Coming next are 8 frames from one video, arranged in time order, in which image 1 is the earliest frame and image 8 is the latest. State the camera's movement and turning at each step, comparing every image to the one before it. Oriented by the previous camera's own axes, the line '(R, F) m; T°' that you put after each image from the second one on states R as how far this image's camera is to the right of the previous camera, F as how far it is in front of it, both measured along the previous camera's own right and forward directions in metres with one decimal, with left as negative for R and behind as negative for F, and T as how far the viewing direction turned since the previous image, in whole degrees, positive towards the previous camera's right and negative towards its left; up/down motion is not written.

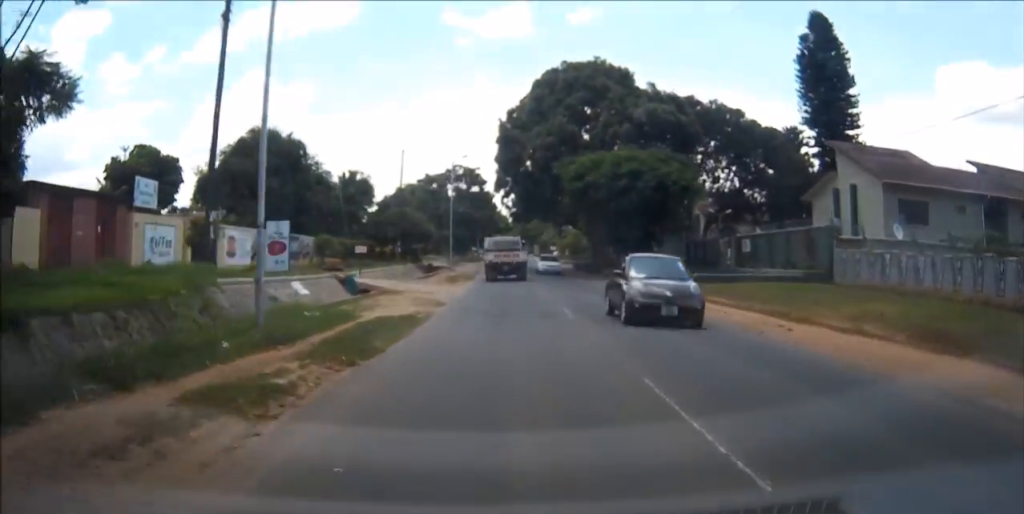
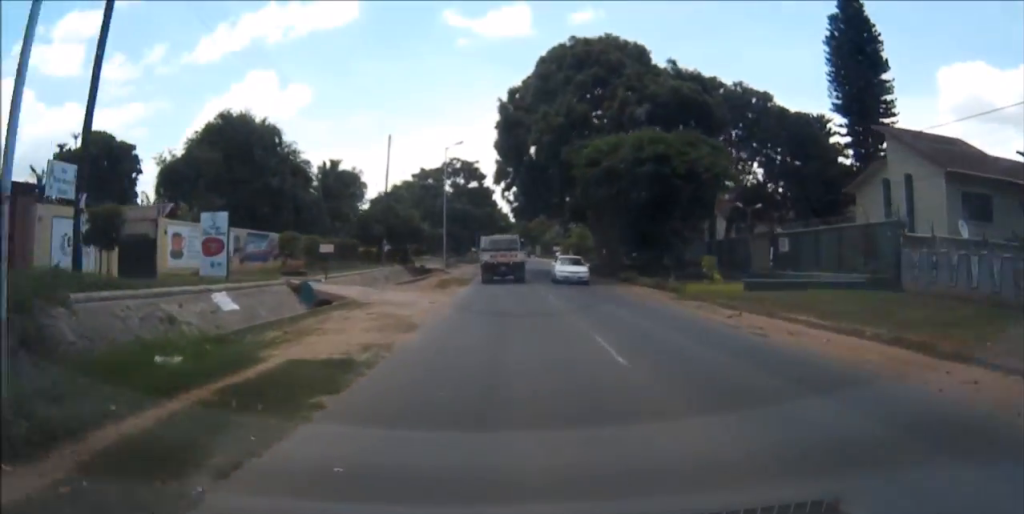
(-0.1, +7.0) m; 0°
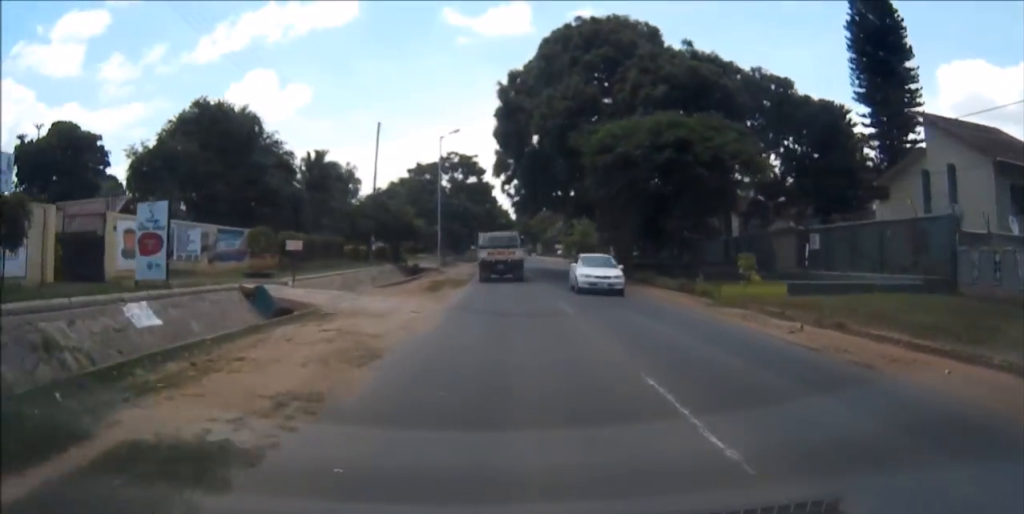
(0.0, +4.5) m; 0°
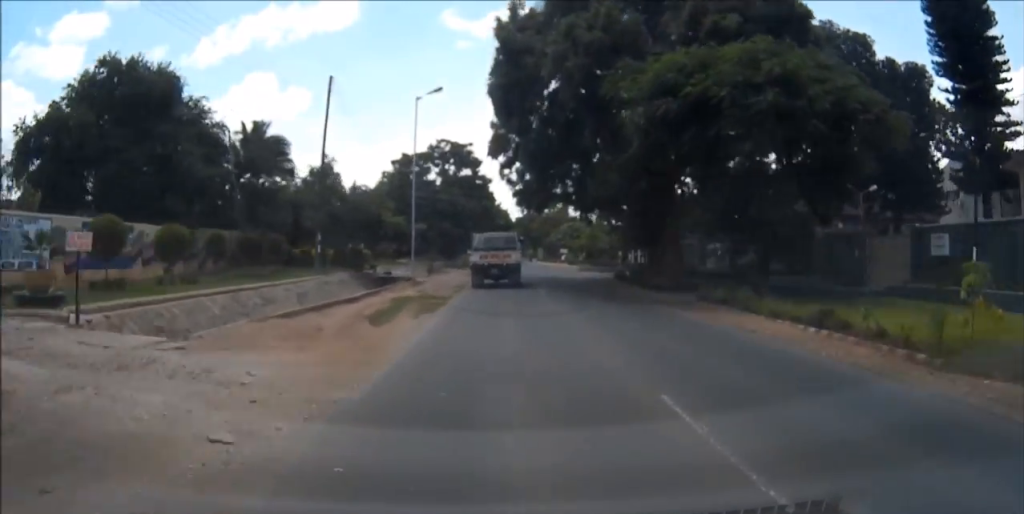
(+0.1, +13.0) m; +1°
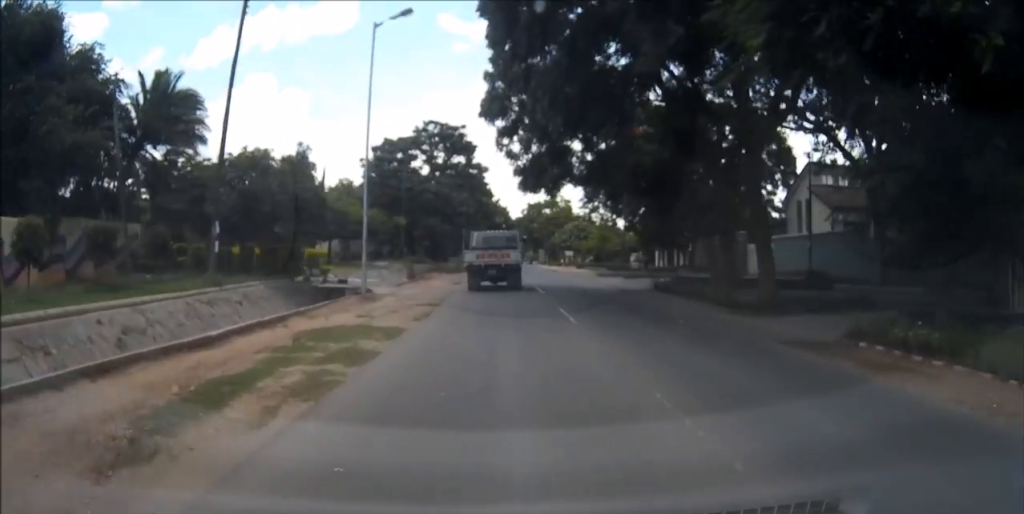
(0.0, +11.5) m; +1°
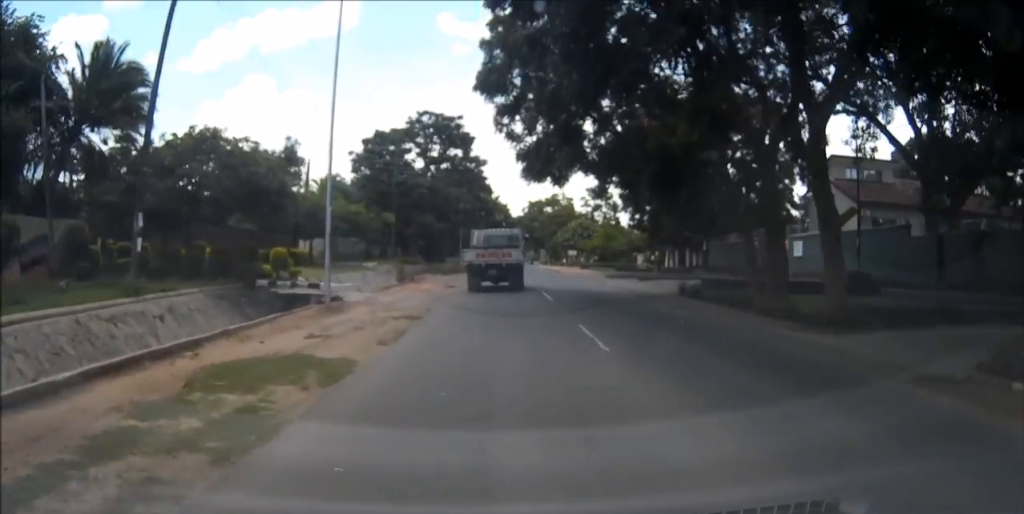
(0.0, +4.7) m; +1°
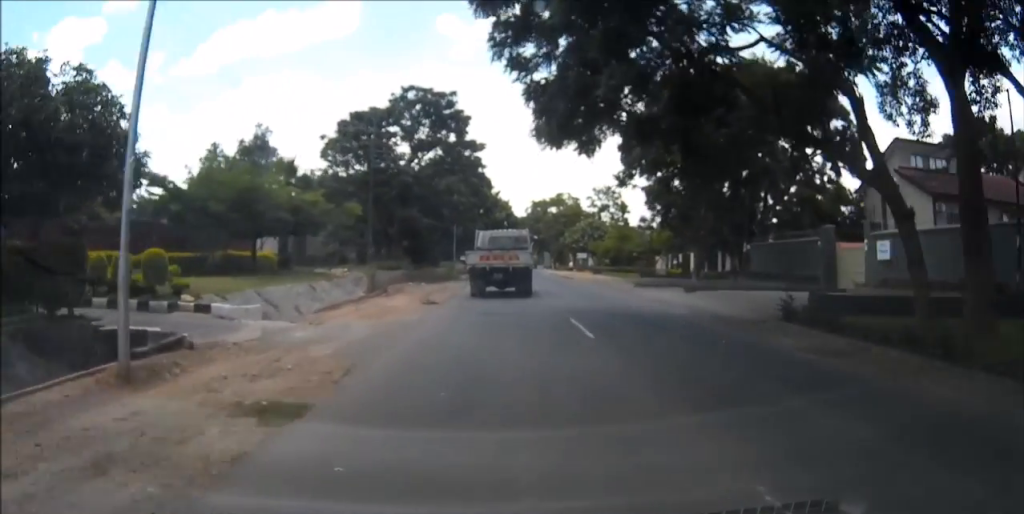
(+0.2, +10.2) m; +2°
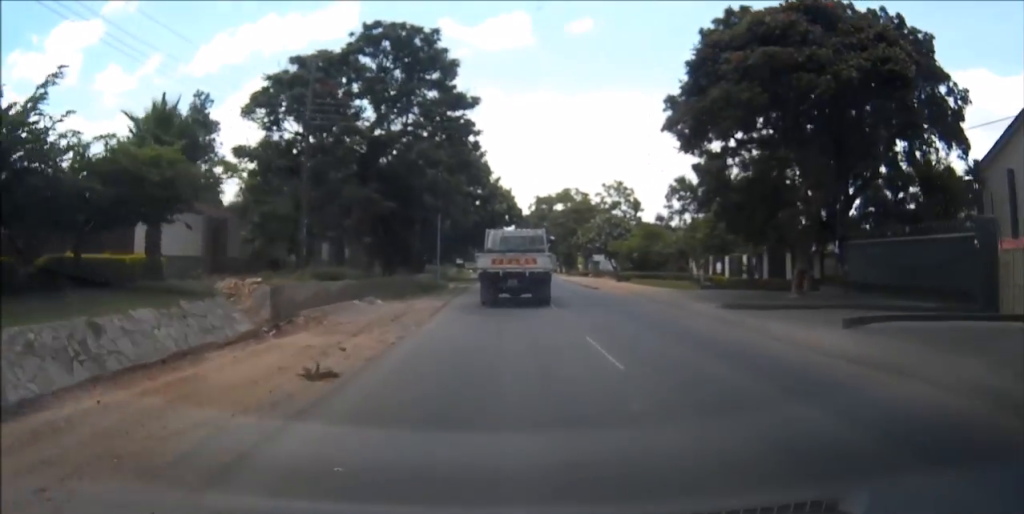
(+0.1, +14.5) m; -1°
